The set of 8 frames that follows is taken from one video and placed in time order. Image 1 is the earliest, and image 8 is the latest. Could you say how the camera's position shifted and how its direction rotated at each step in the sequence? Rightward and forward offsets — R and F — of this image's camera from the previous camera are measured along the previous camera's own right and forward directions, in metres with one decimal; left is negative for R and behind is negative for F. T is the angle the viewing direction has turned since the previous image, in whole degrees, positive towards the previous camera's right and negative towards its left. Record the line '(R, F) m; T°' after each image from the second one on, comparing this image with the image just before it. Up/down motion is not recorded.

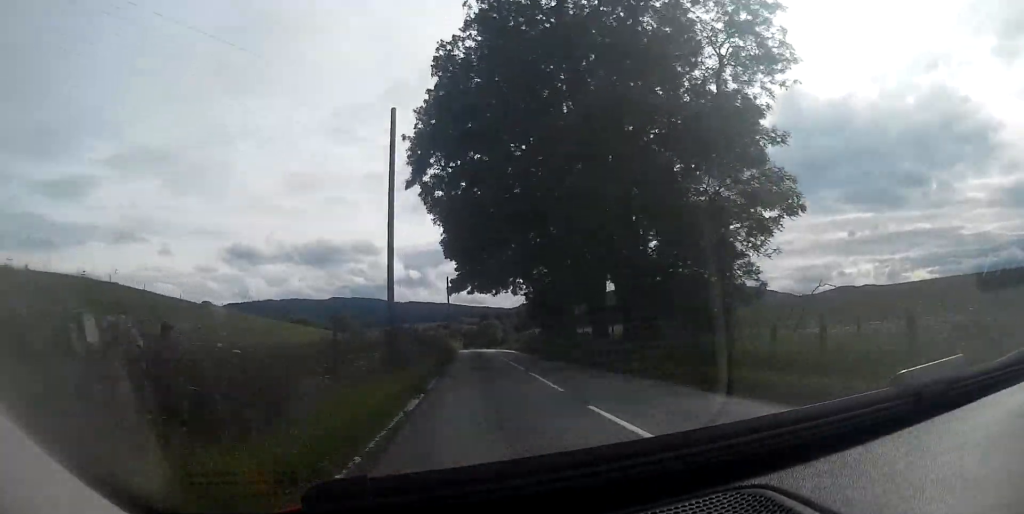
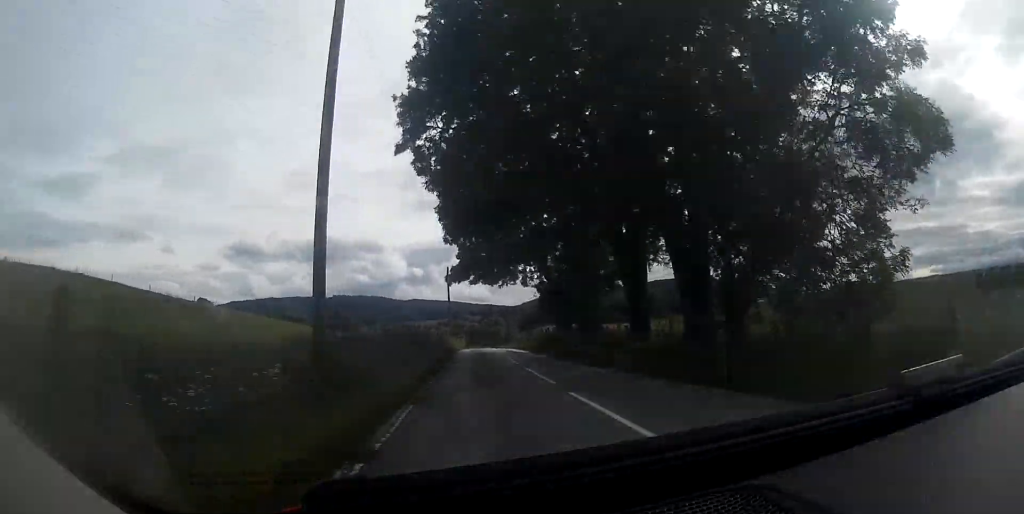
(0.0, +7.1) m; 0°
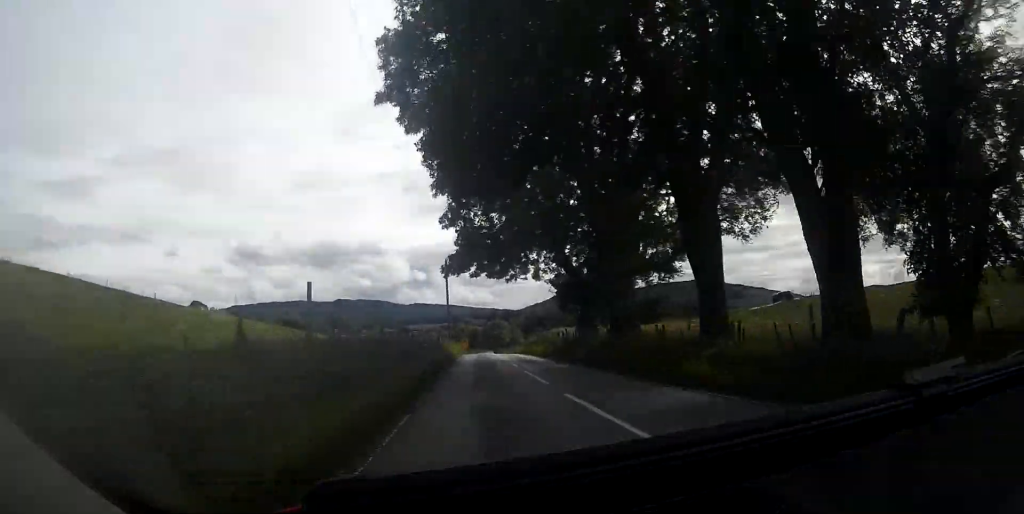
(0.0, +7.6) m; 0°
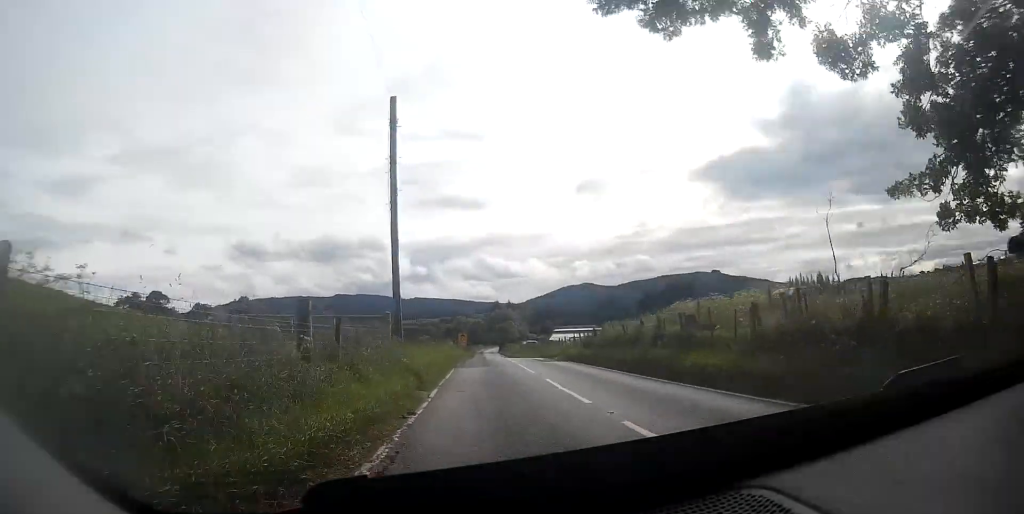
(+0.2, +32.7) m; +1°
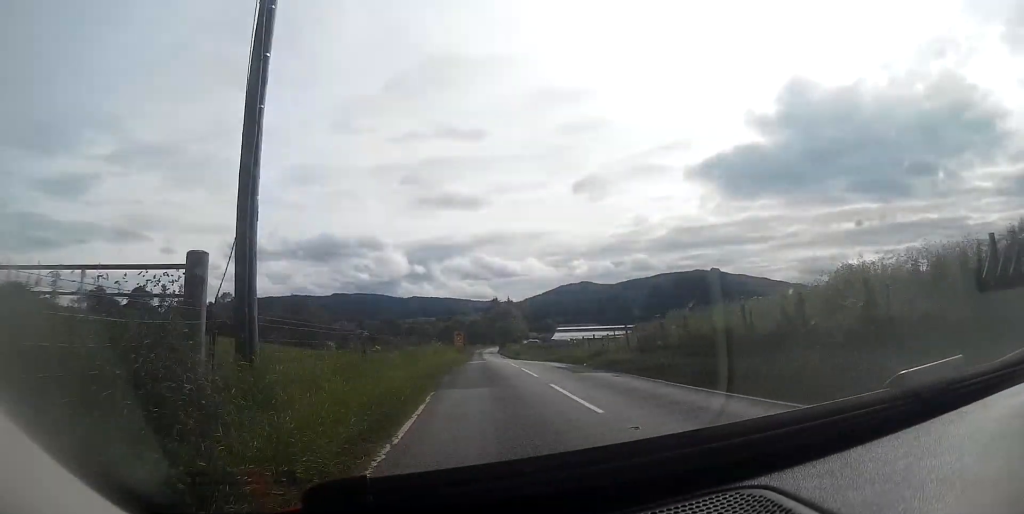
(+0.2, +10.4) m; 0°
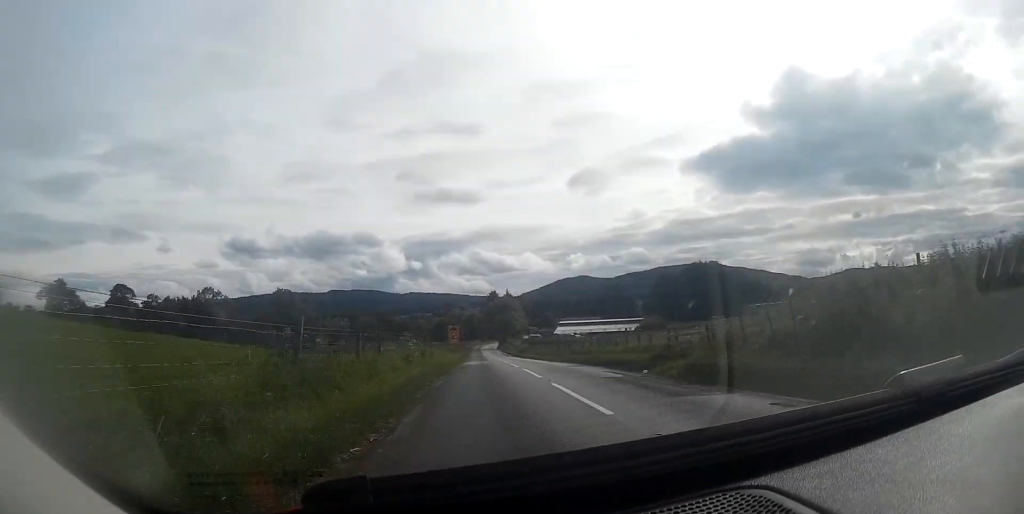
(-0.1, +9.9) m; 0°
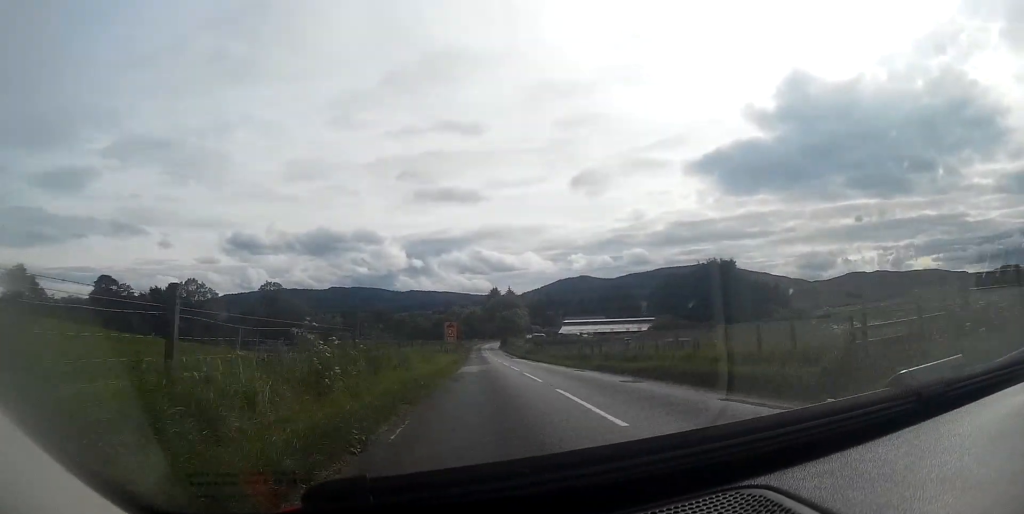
(0.0, +9.4) m; 0°
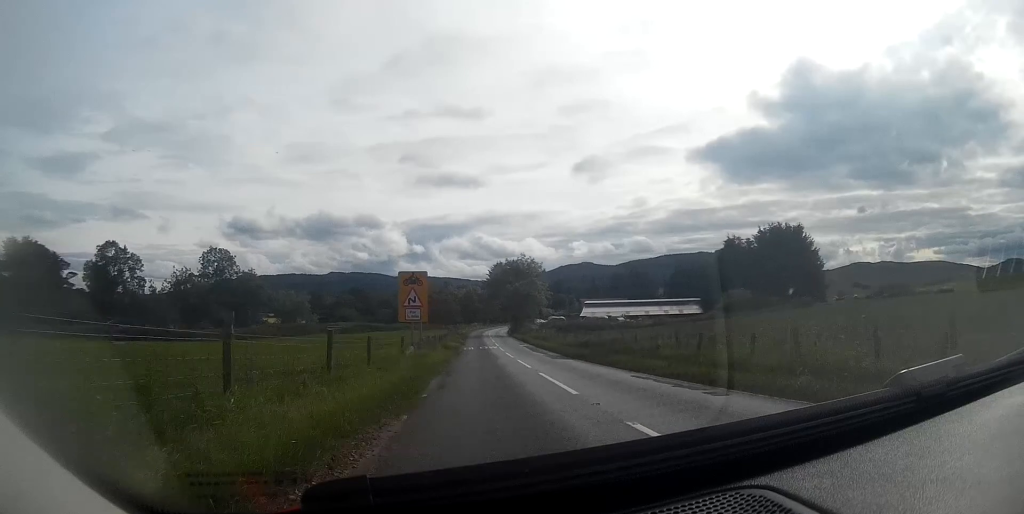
(-0.5, +33.5) m; -1°
